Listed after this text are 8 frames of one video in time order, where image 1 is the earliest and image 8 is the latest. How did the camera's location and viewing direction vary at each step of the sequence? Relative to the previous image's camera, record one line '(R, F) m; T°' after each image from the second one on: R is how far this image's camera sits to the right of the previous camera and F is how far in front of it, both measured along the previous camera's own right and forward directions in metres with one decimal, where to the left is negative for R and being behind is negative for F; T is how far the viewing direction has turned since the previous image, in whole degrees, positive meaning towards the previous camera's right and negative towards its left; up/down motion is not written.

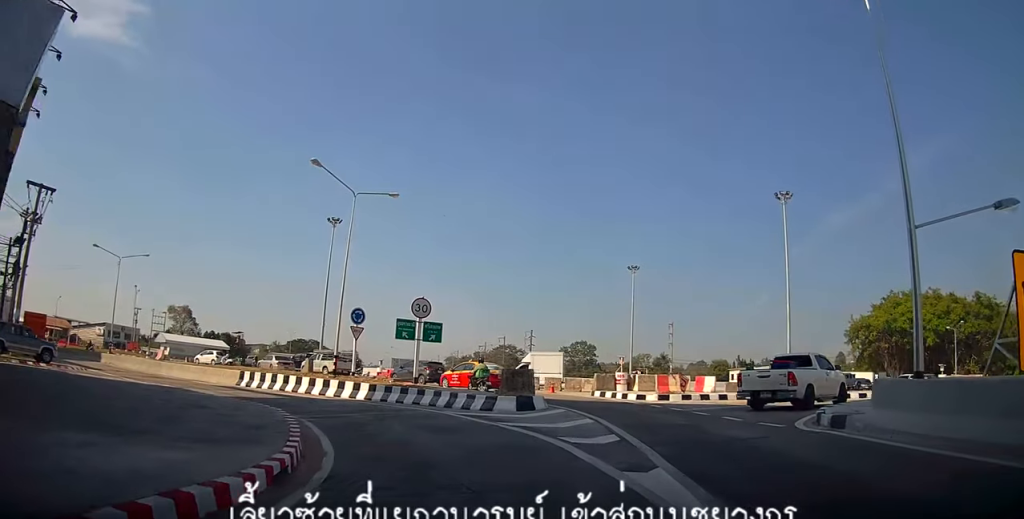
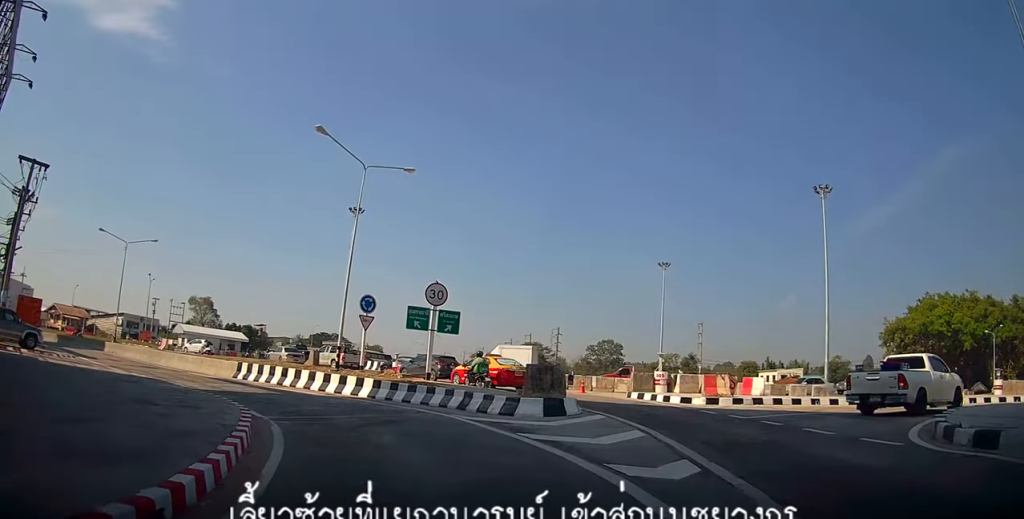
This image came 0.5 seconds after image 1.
(0.0, +3.5) m; 0°
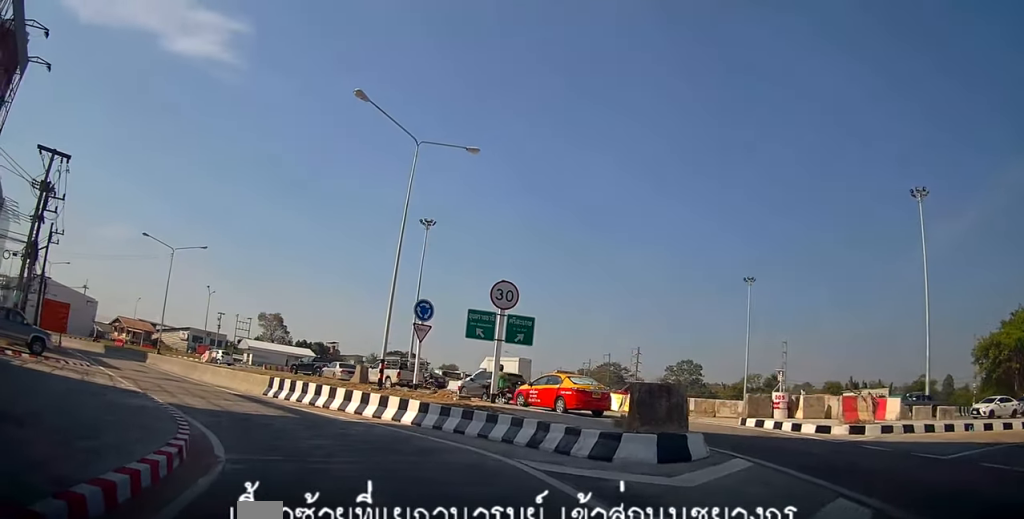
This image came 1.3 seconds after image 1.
(0.0, +4.9) m; +2°
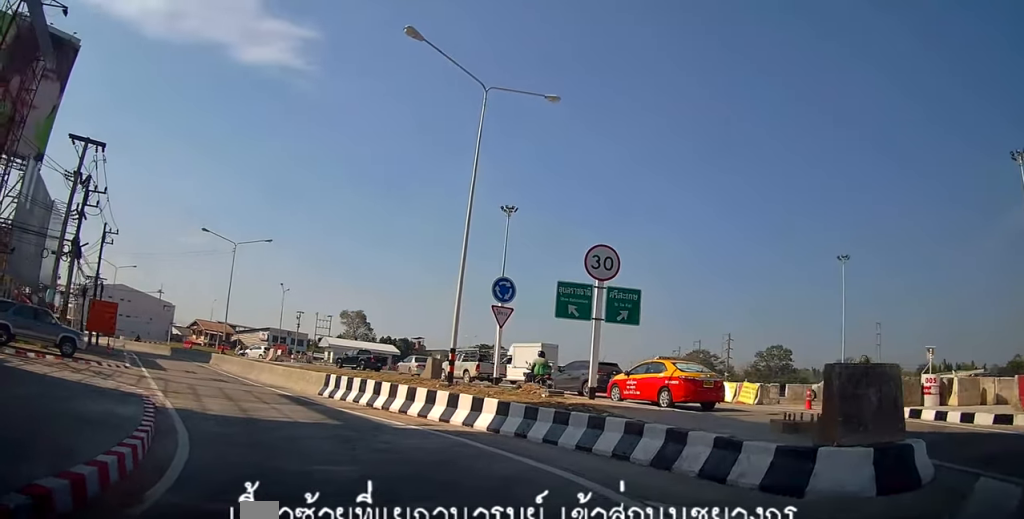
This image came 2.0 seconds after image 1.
(+0.1, +3.7) m; -4°
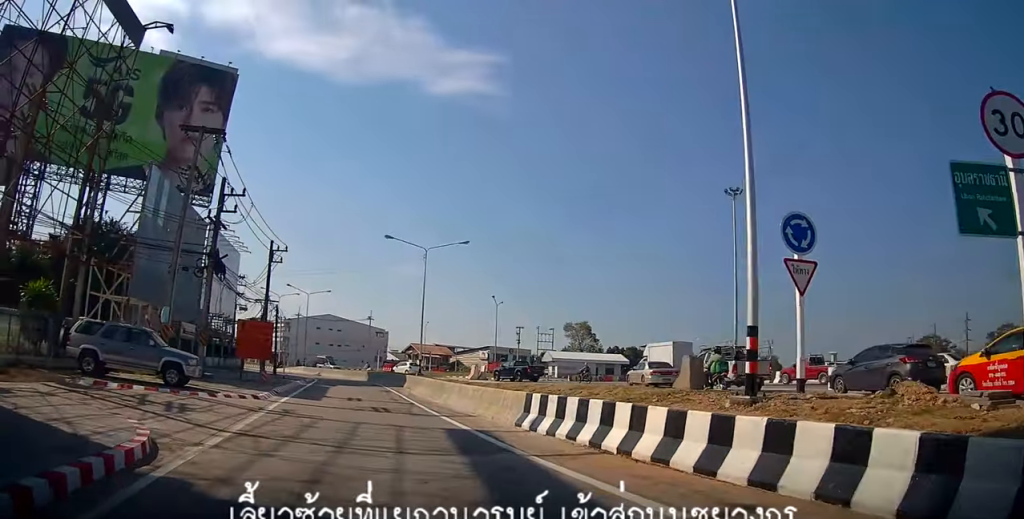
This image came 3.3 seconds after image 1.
(-0.7, +7.0) m; -24°
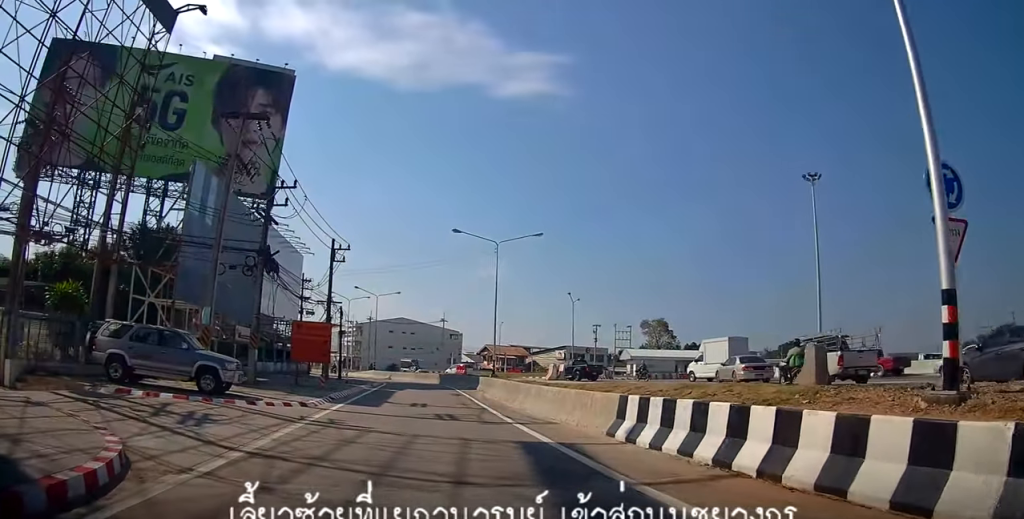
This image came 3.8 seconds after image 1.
(-0.5, +1.8) m; -14°
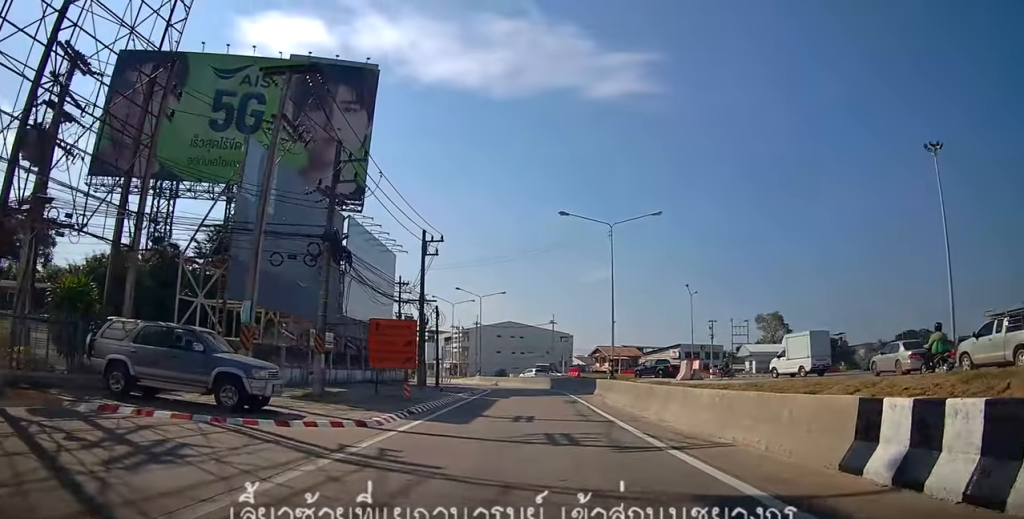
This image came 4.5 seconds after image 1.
(-0.7, +3.4) m; -23°
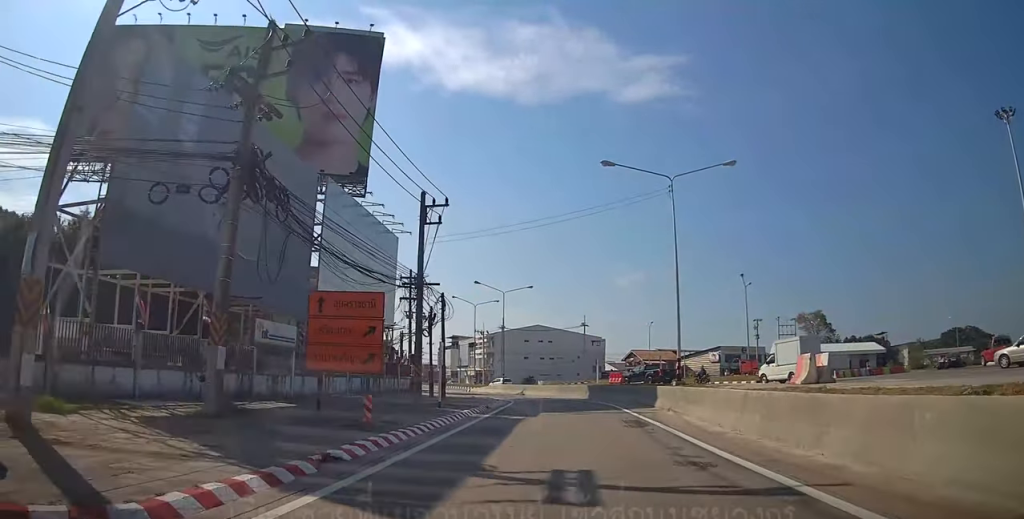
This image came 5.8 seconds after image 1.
(-1.4, +6.4) m; -12°
